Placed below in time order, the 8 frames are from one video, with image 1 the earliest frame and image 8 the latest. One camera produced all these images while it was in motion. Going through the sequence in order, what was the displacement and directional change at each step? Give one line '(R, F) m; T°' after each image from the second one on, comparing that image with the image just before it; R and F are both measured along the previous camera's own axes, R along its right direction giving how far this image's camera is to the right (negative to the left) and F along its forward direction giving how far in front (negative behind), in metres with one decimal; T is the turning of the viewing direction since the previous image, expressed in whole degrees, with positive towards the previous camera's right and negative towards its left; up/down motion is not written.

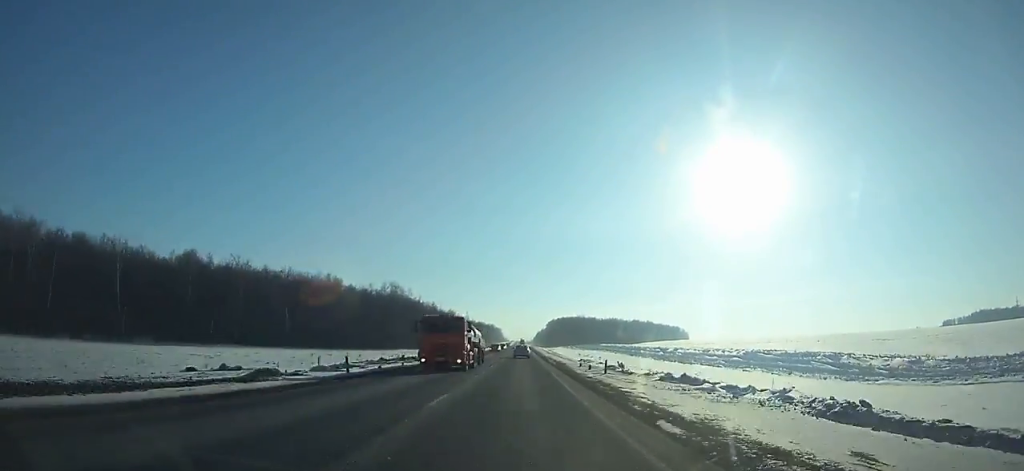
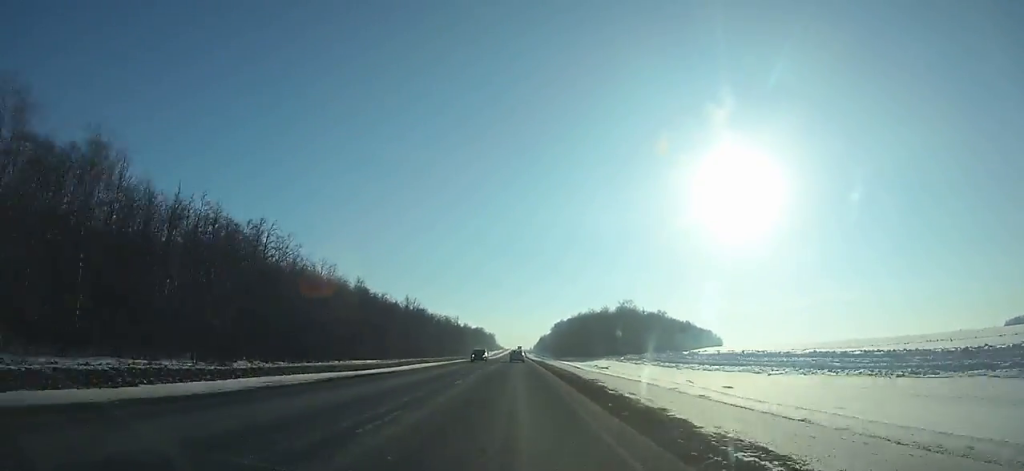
(-0.1, +161.1) m; 0°
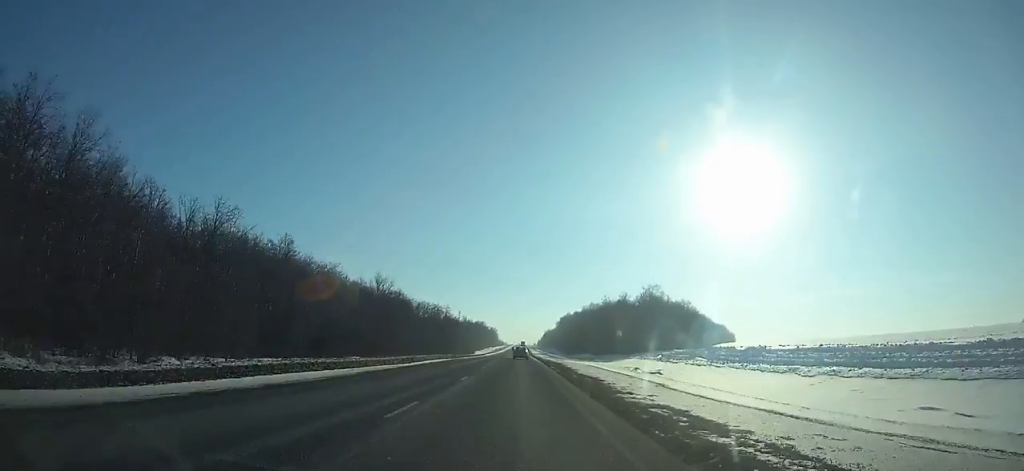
(-0.1, +34.7) m; 0°
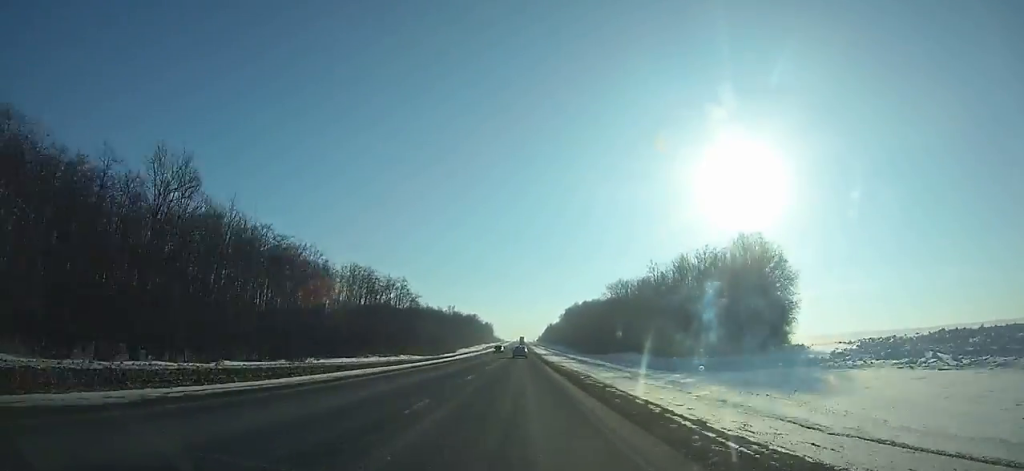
(0.0, +72.1) m; 0°
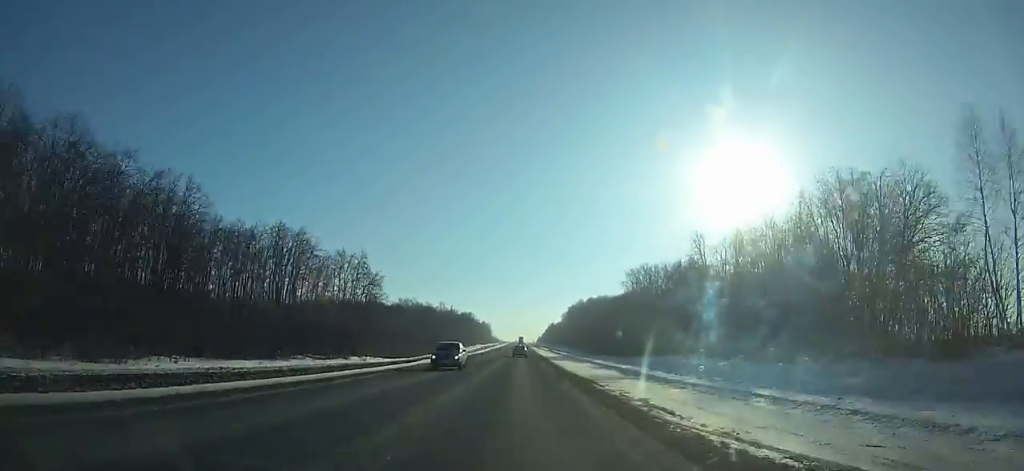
(0.0, +32.8) m; 0°
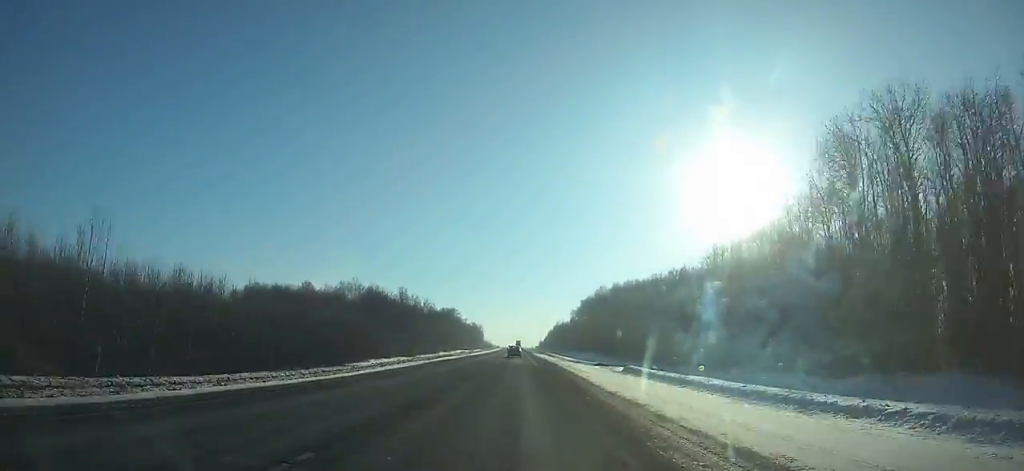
(0.0, +95.2) m; 0°
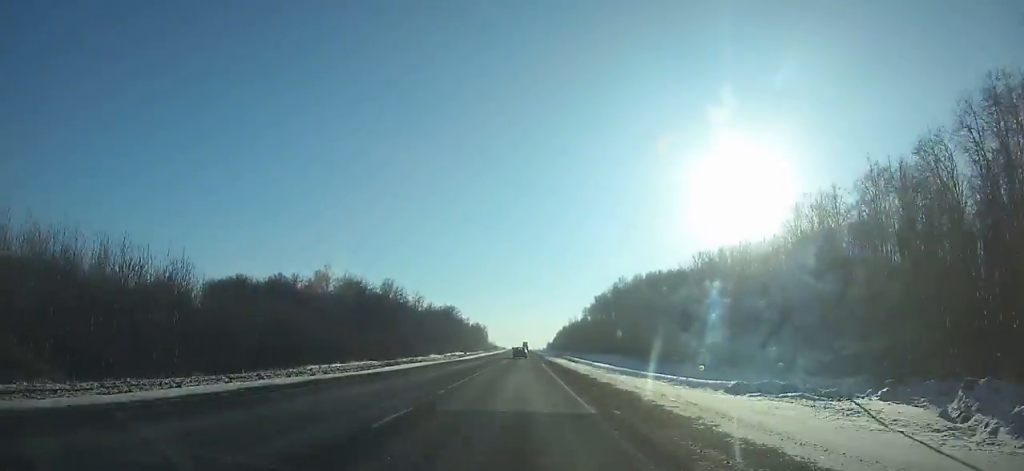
(-0.1, +31.2) m; 0°
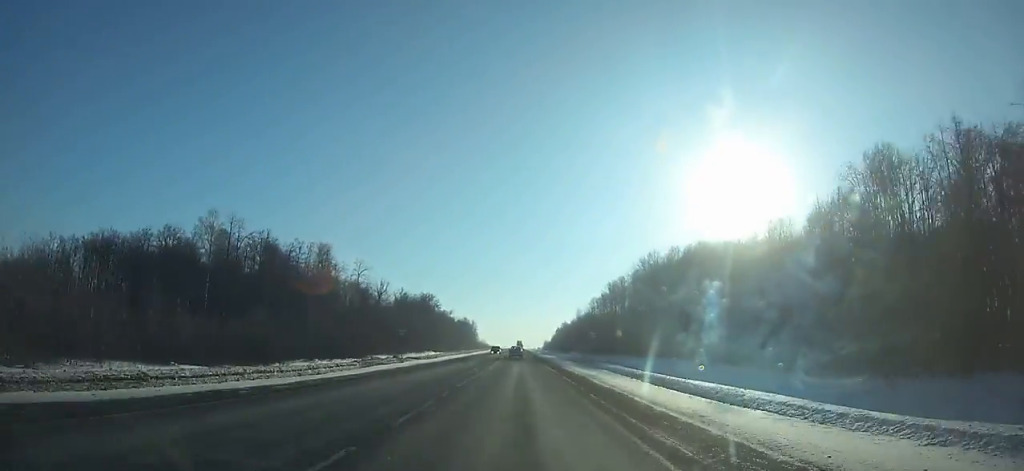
(+0.1, +55.2) m; 0°
